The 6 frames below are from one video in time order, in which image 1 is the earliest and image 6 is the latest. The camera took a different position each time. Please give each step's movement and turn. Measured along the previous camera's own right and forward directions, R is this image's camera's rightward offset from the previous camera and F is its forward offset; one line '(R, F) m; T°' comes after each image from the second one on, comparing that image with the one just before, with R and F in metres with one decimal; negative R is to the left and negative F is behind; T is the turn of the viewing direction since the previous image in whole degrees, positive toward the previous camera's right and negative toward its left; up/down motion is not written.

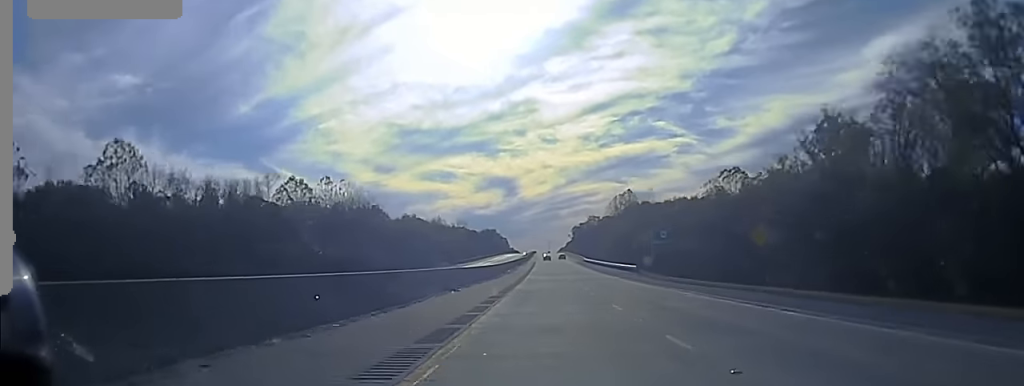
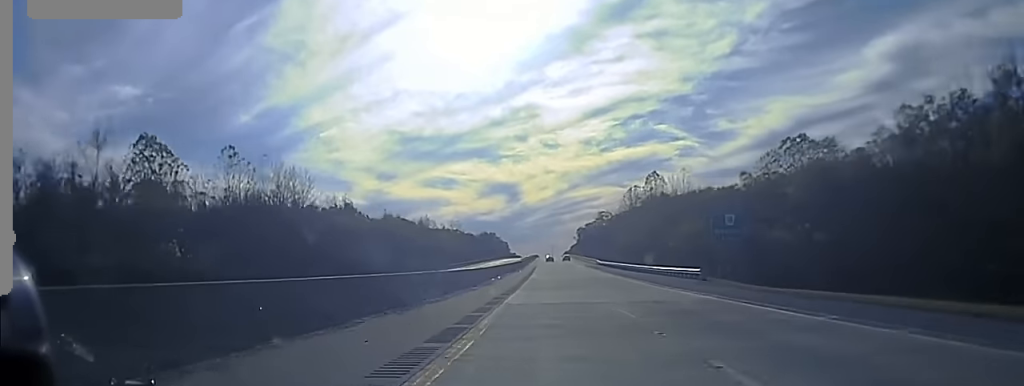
(-0.2, +42.1) m; 0°
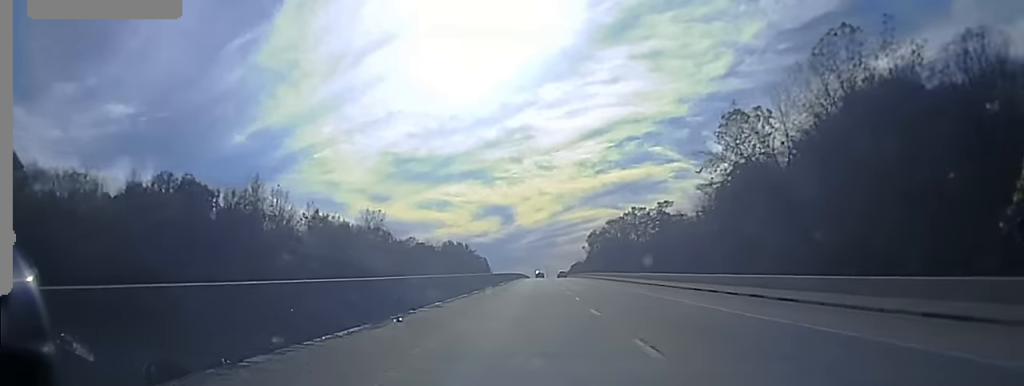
(+1.0, +164.7) m; 0°
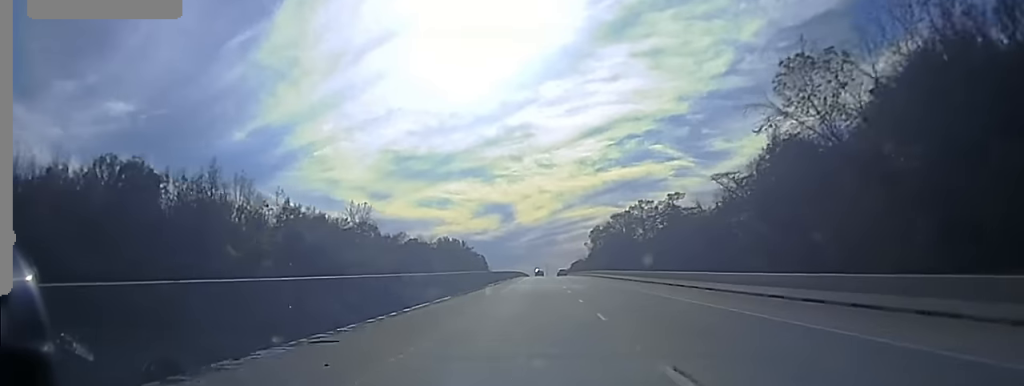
(0.0, +19.5) m; 0°
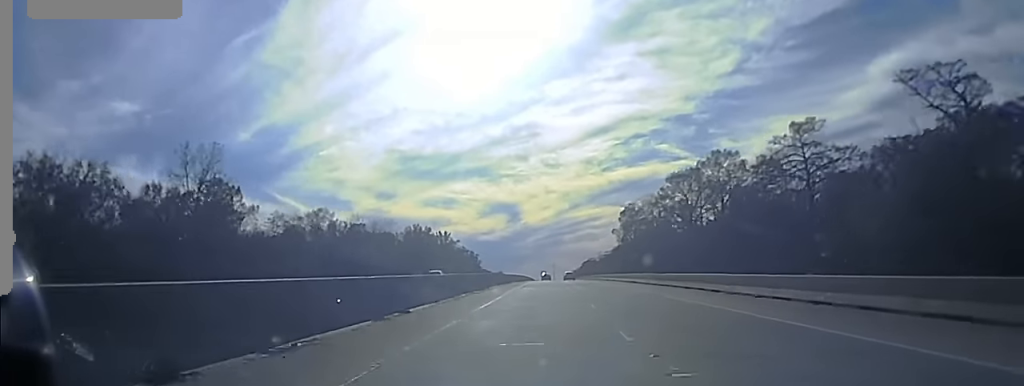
(-0.3, +88.8) m; 0°
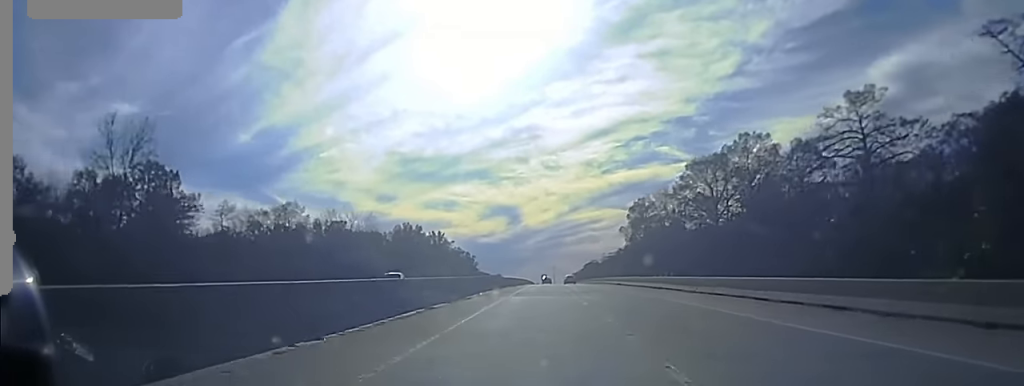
(0.0, +18.2) m; 0°
